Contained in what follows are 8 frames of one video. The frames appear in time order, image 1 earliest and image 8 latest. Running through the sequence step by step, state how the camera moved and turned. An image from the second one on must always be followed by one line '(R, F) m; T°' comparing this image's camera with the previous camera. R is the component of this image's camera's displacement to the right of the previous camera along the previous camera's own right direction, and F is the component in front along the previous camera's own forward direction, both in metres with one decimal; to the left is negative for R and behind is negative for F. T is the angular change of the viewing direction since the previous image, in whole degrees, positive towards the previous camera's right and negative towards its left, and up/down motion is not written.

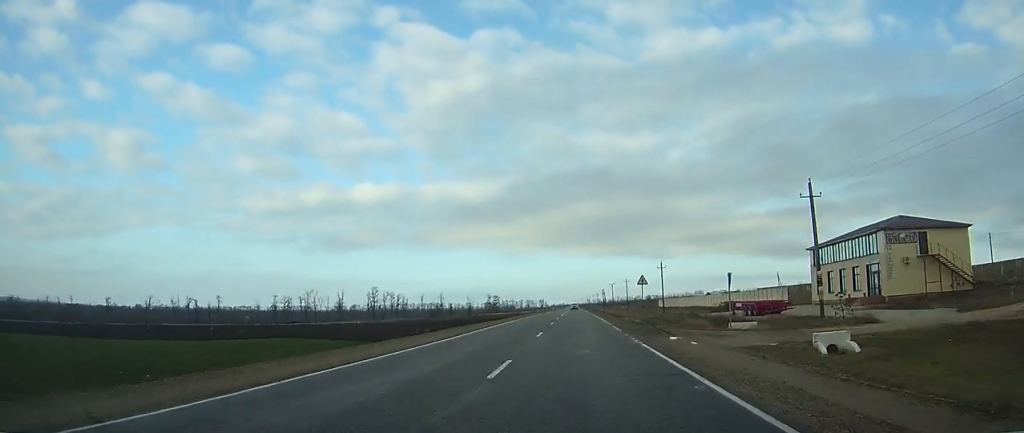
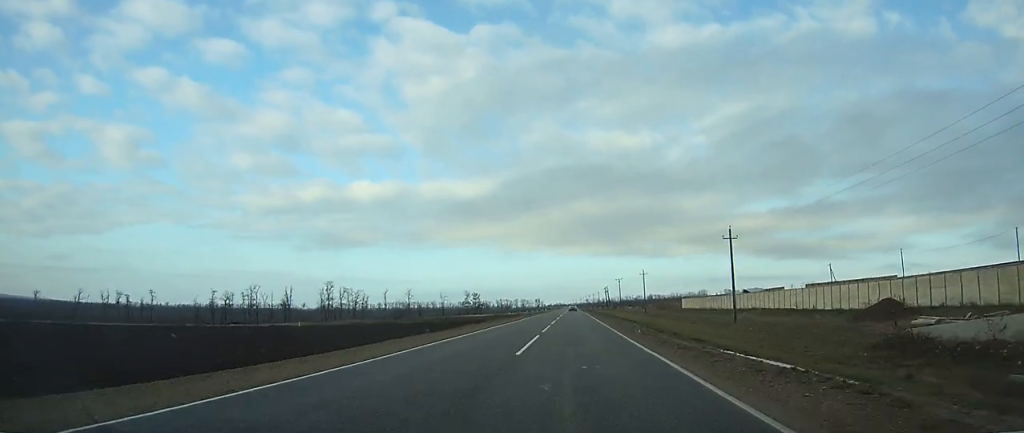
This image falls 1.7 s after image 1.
(0.0, +44.7) m; 0°
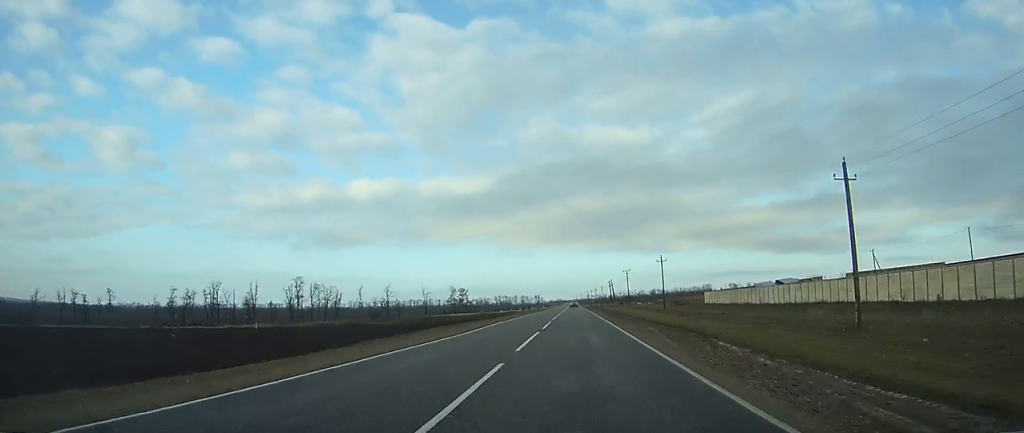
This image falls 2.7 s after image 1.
(-0.1, +24.1) m; 0°
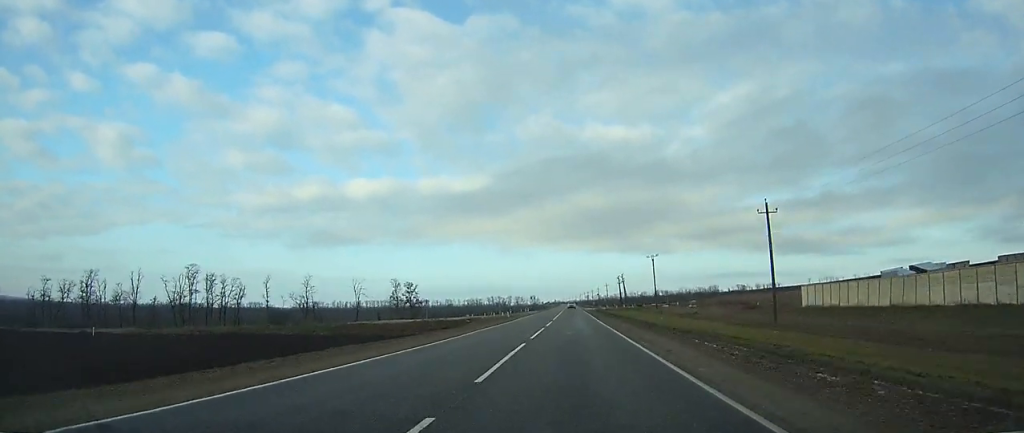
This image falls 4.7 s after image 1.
(+0.1, +53.8) m; 0°
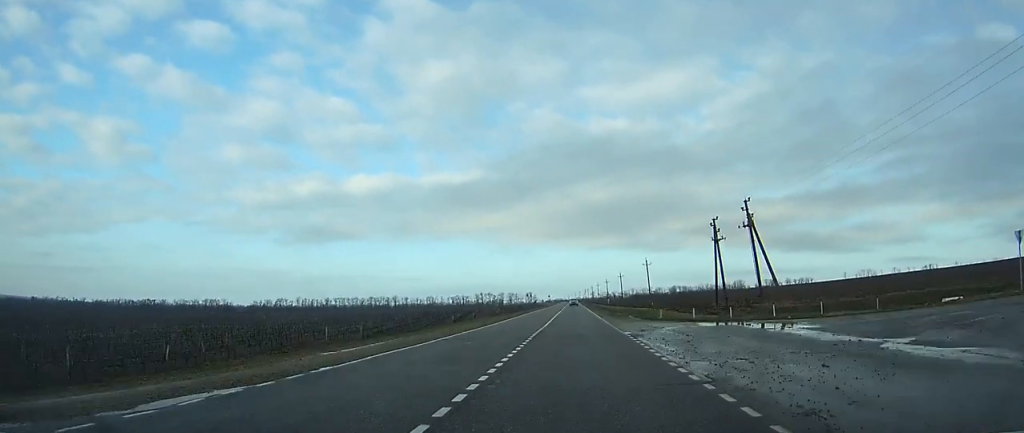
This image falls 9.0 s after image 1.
(0.0, +112.9) m; 0°
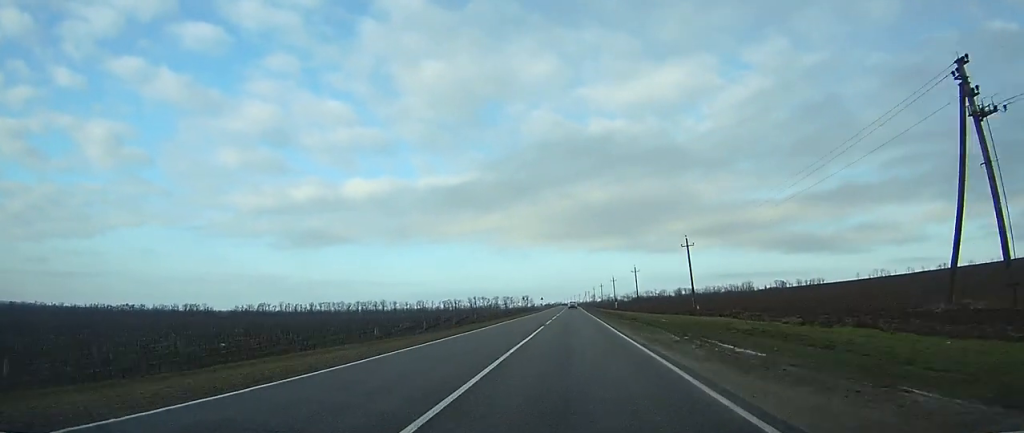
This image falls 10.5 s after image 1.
(+0.2, +39.2) m; 0°
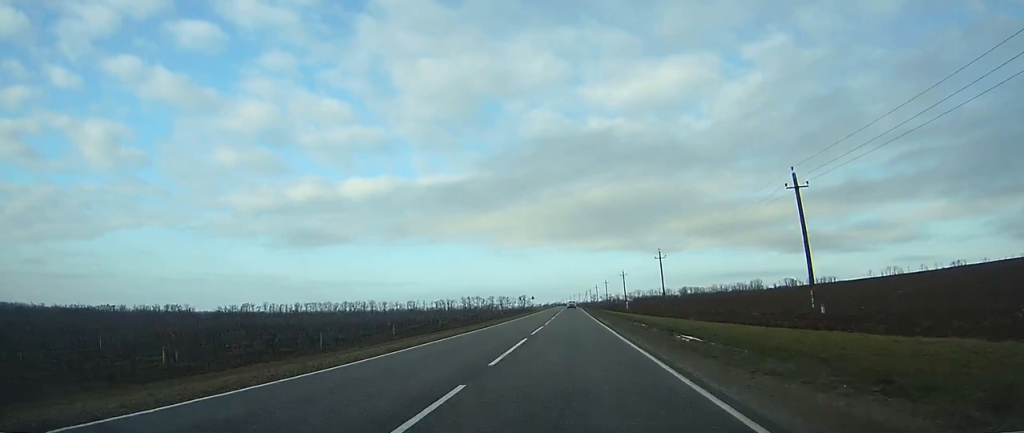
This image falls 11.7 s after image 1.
(0.0, +33.9) m; 0°
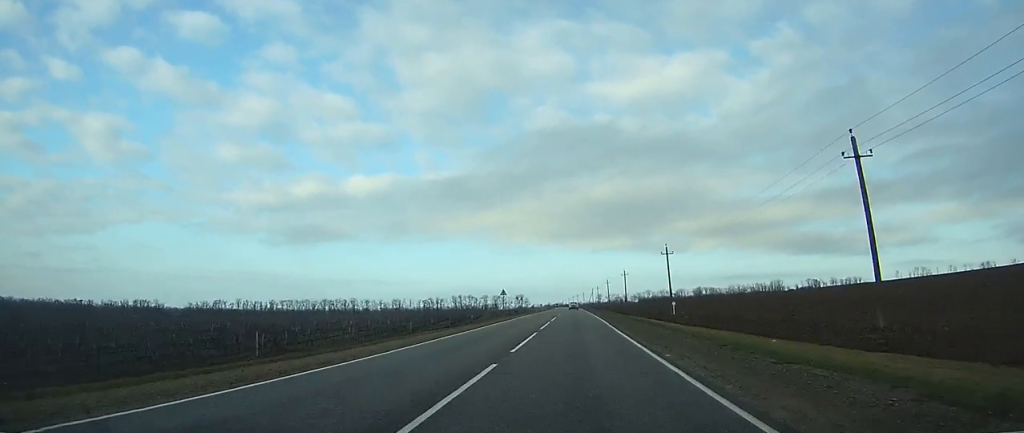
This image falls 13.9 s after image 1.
(-0.1, +57.2) m; 0°
